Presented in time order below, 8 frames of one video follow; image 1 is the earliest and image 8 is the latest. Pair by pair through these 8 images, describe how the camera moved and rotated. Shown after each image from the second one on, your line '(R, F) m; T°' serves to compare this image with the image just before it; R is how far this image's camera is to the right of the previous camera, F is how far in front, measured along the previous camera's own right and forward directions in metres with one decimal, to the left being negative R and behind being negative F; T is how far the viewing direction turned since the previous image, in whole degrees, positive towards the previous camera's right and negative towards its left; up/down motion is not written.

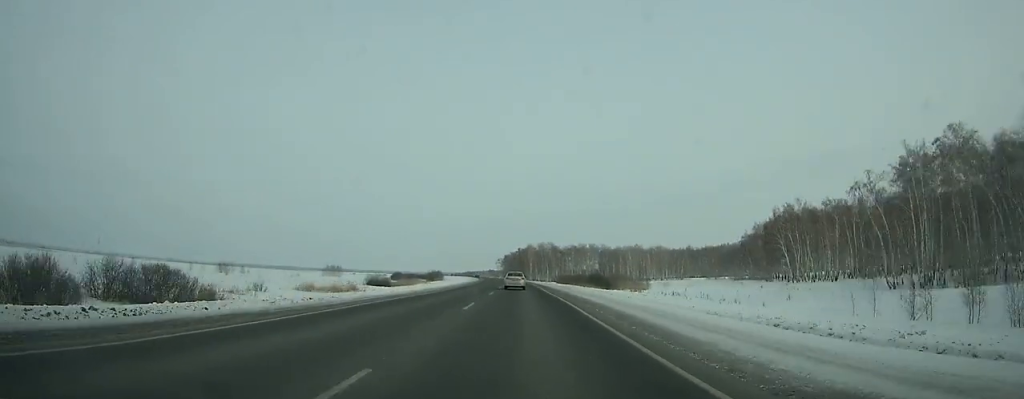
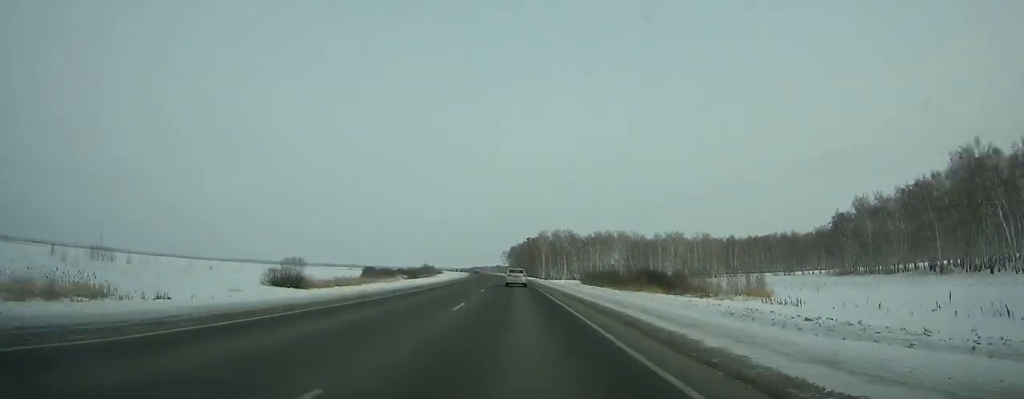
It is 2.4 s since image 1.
(+0.3, +66.0) m; -1°
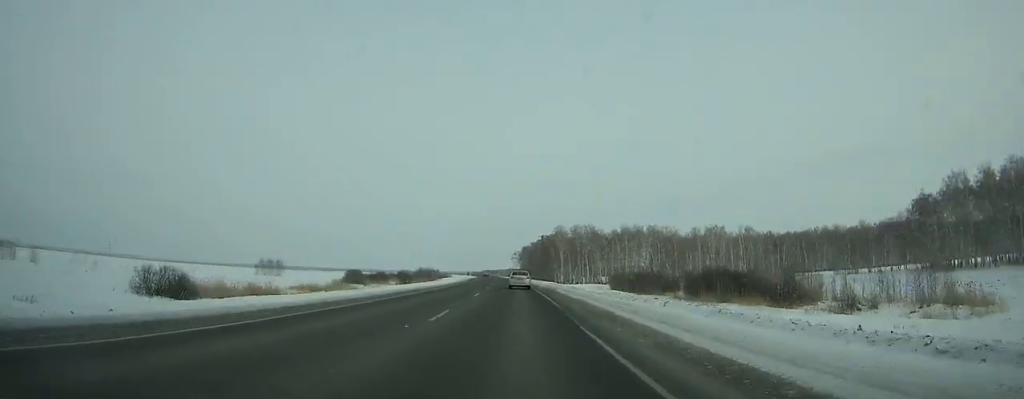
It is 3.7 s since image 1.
(-0.8, +35.9) m; -1°
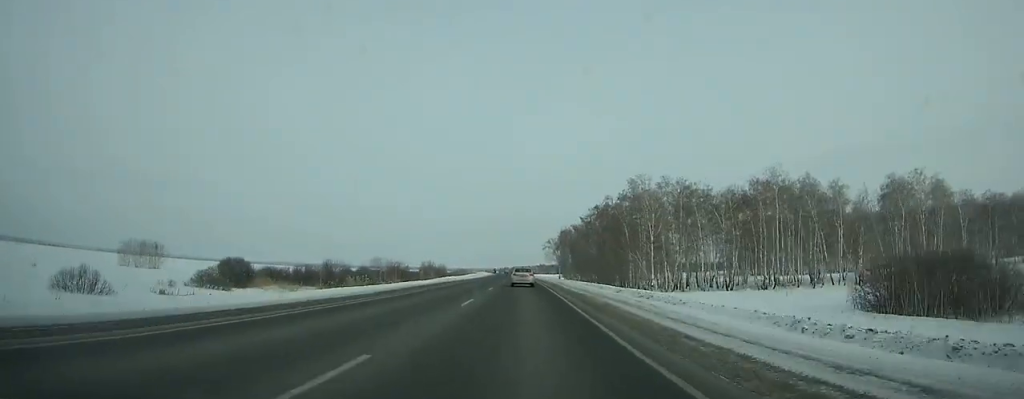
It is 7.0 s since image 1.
(-2.2, +90.6) m; -2°
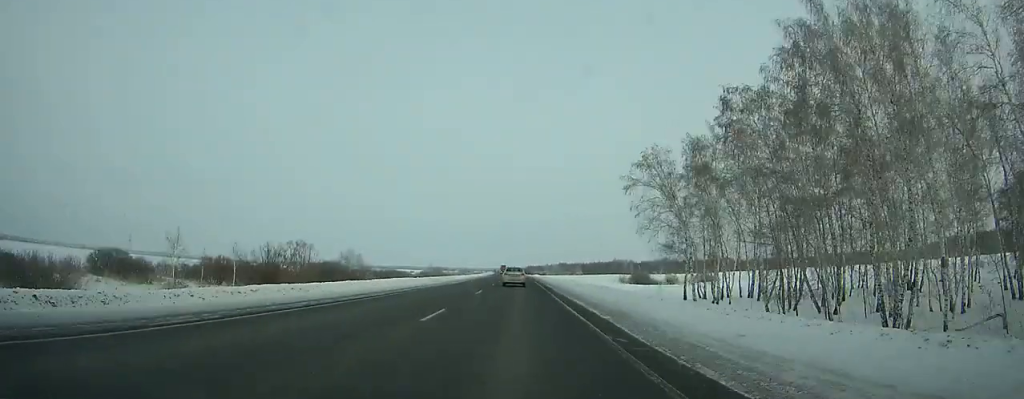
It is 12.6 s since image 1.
(-2.1, +151.1) m; -1°
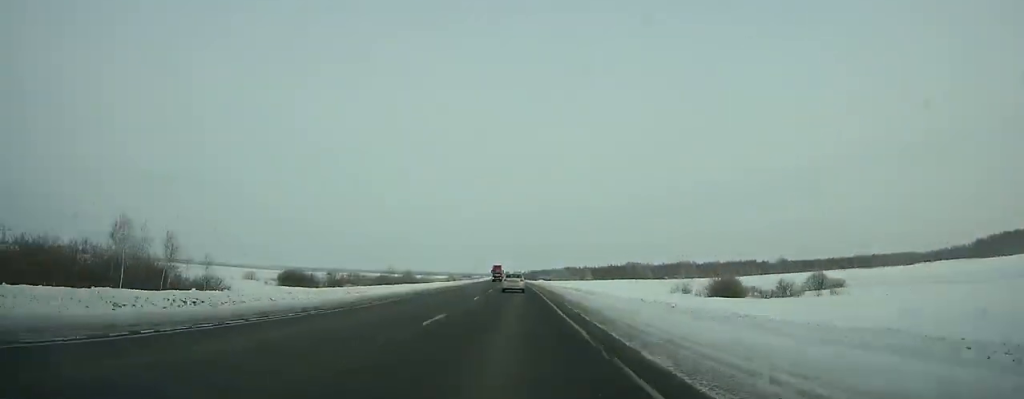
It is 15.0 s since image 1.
(-0.2, +63.9) m; -1°
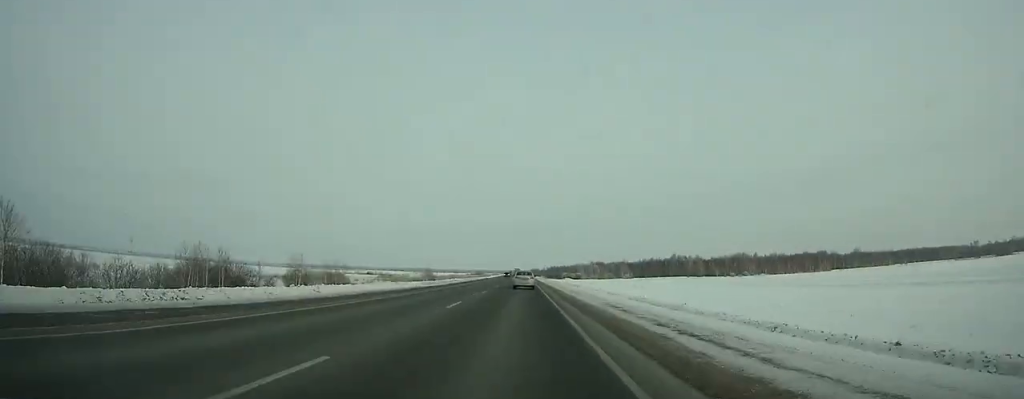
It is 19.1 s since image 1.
(-1.6, +108.9) m; -2°
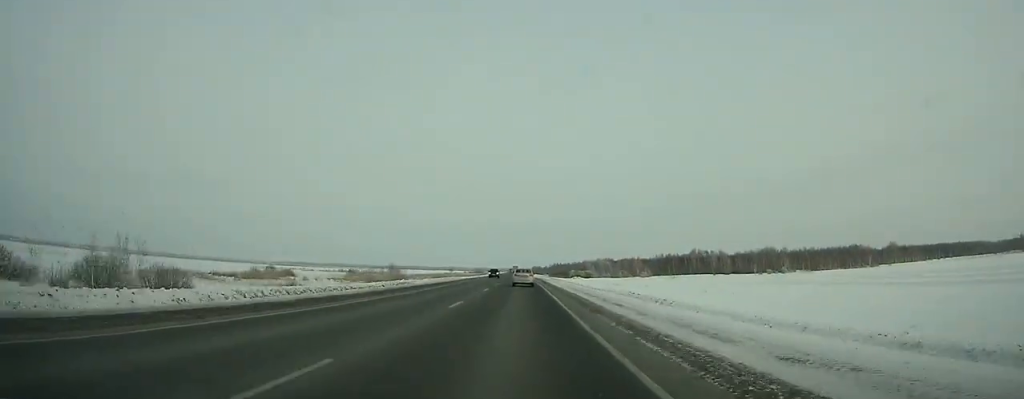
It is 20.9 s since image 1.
(-0.2, +47.8) m; 0°
